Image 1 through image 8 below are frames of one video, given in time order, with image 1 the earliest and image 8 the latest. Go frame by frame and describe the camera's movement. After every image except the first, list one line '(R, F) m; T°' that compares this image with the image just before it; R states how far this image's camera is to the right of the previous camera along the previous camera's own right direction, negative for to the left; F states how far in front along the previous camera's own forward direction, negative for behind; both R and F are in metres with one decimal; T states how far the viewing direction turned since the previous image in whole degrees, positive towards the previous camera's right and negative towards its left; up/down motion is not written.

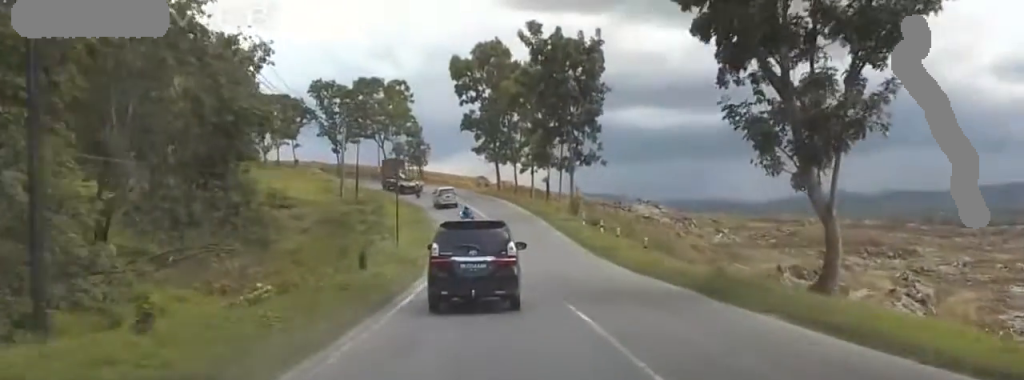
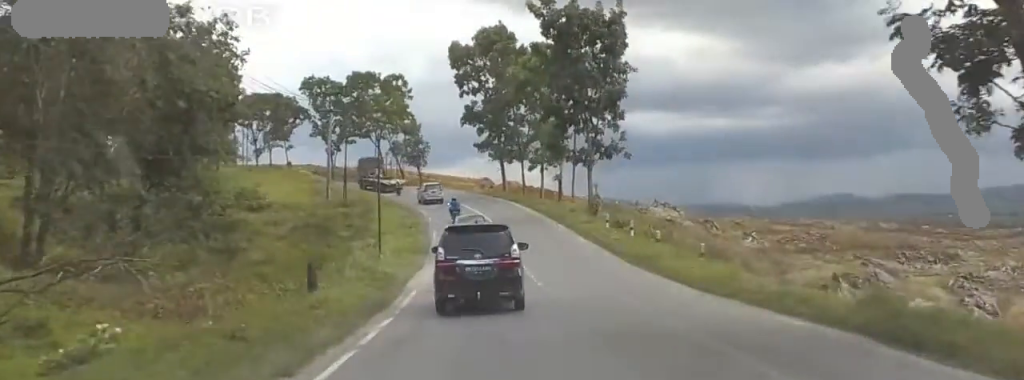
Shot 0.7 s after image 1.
(-0.4, +7.4) m; -3°
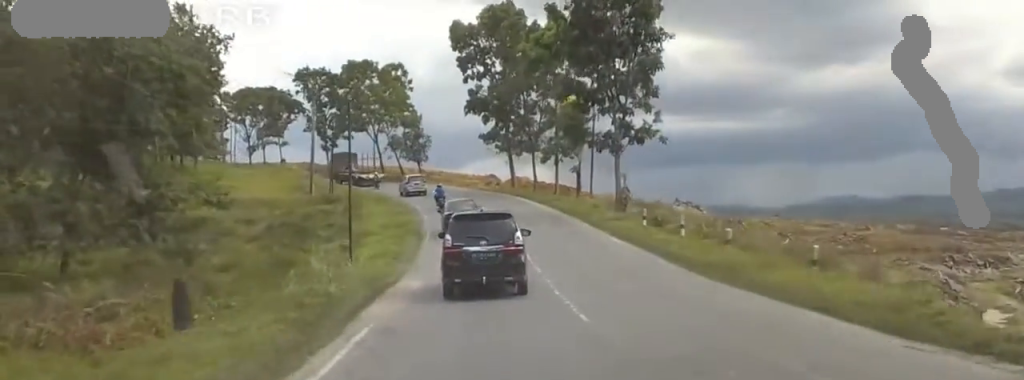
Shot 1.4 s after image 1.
(-0.7, +7.5) m; -4°
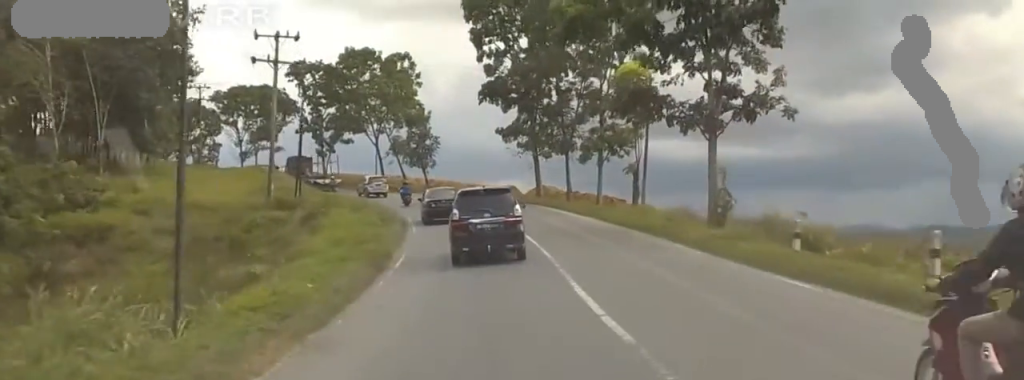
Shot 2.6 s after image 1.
(+0.2, +14.0) m; 0°
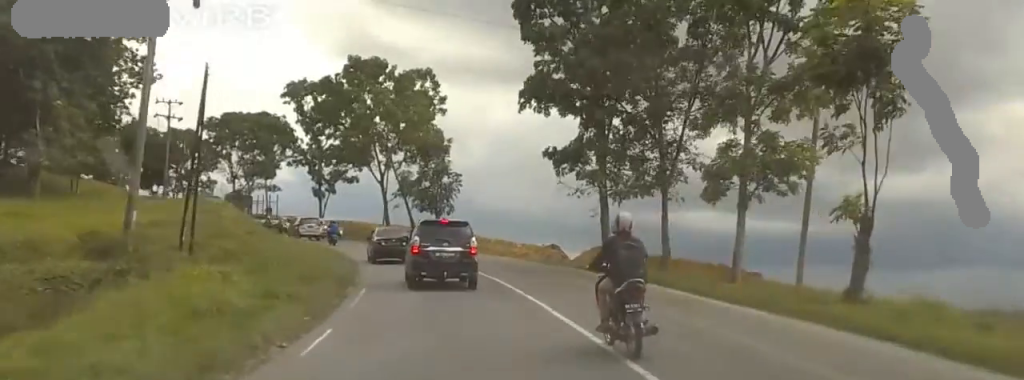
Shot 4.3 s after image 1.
(+0.3, +19.3) m; +9°
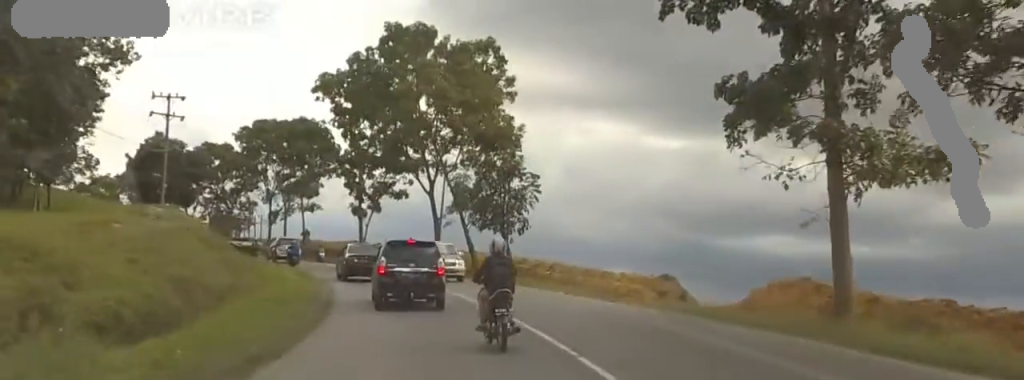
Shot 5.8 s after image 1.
(+0.6, +17.9) m; +2°
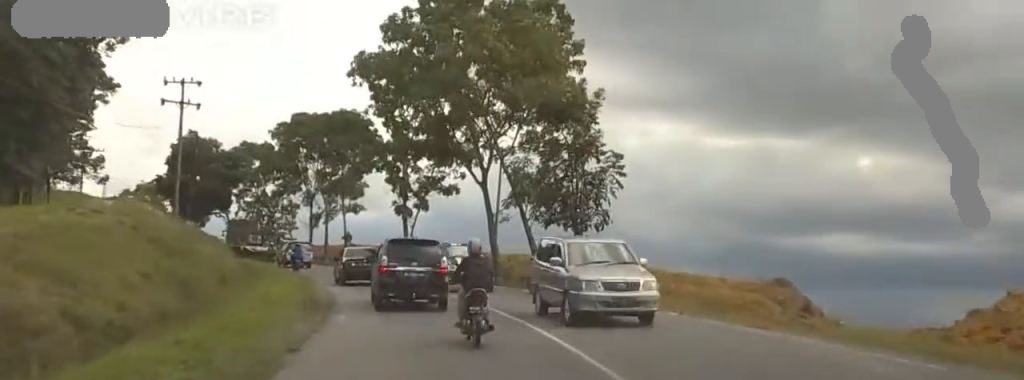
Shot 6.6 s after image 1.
(+0.1, +9.3) m; +6°
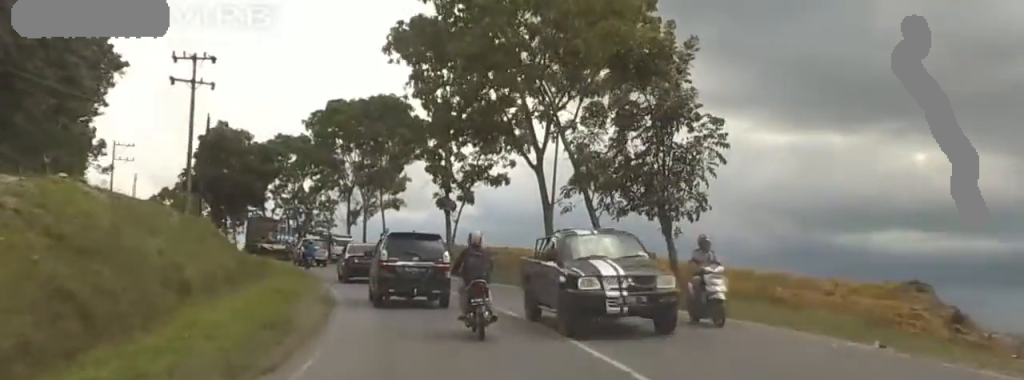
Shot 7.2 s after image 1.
(+0.8, +7.5) m; +8°
